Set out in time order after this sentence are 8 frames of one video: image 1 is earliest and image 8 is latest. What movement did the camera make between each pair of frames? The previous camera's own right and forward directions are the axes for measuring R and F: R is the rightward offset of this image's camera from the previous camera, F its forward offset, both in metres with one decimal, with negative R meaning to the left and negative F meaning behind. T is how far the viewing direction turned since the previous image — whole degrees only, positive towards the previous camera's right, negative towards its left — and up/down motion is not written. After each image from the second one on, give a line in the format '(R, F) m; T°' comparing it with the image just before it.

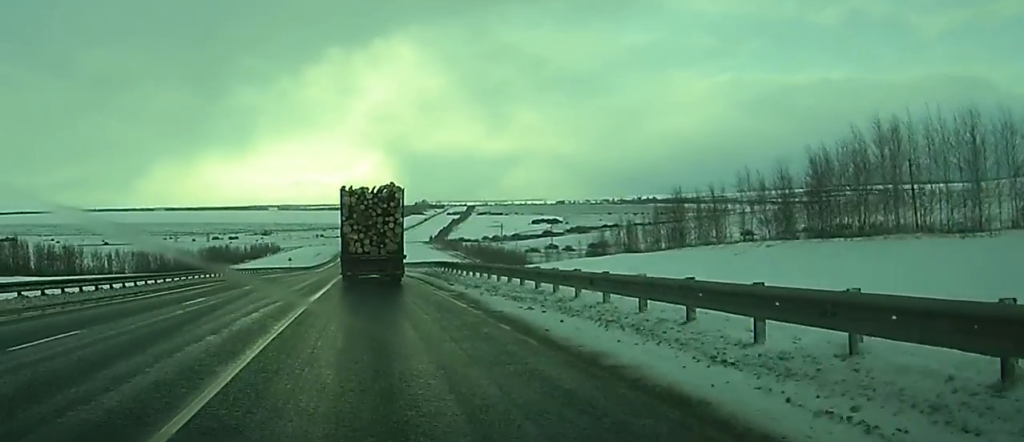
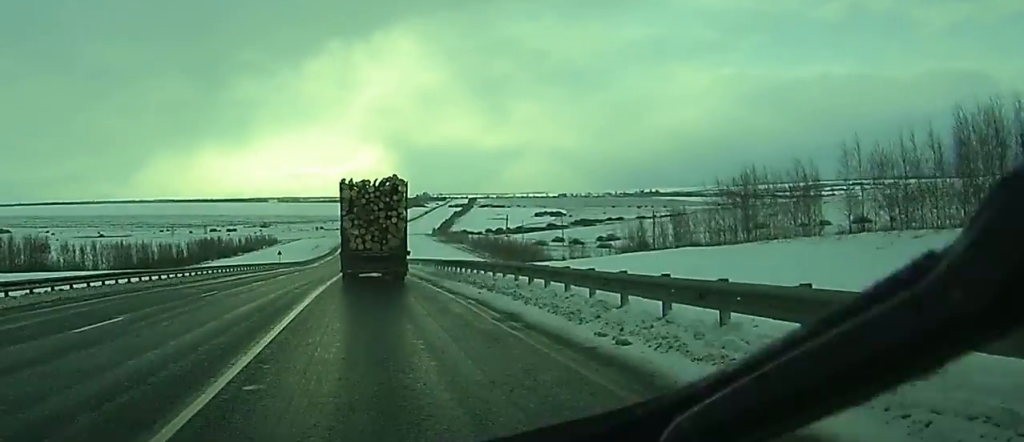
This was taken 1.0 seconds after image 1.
(0.0, +21.5) m; 0°
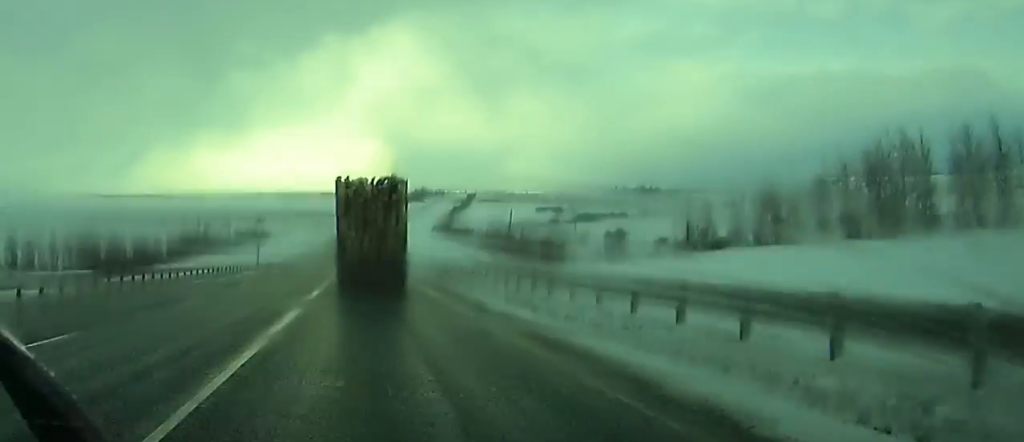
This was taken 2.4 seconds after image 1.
(-0.1, +27.0) m; 0°
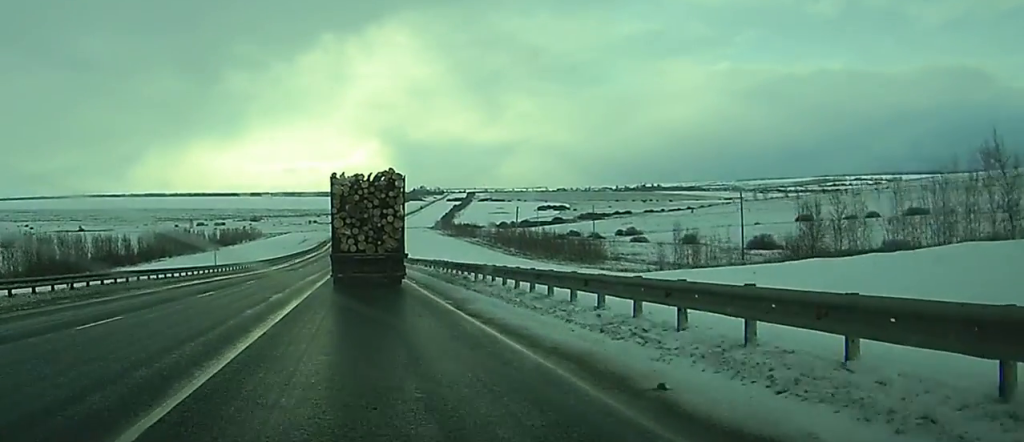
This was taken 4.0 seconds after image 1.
(+0.2, +32.3) m; 0°
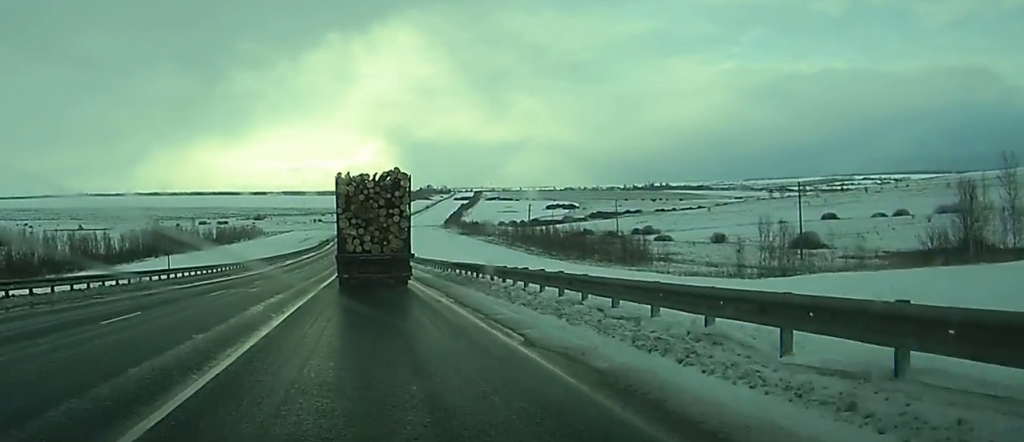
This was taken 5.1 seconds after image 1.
(0.0, +22.2) m; 0°
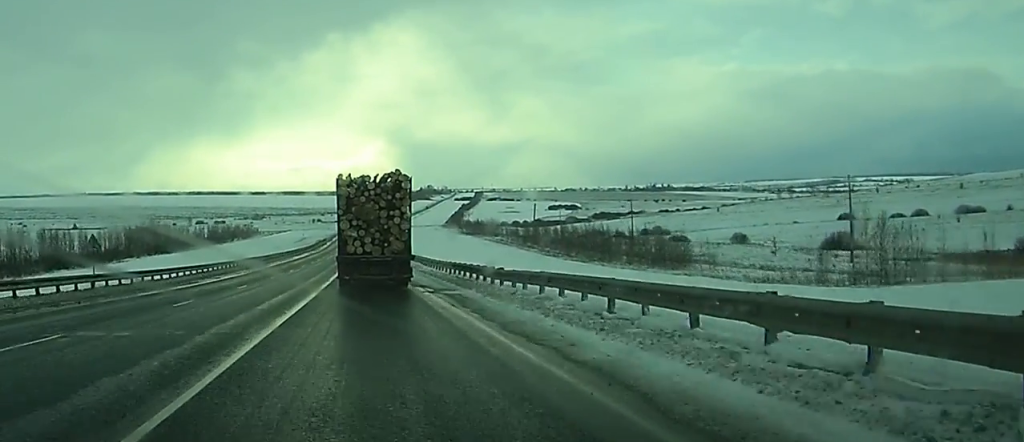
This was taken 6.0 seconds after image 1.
(0.0, +17.1) m; 0°
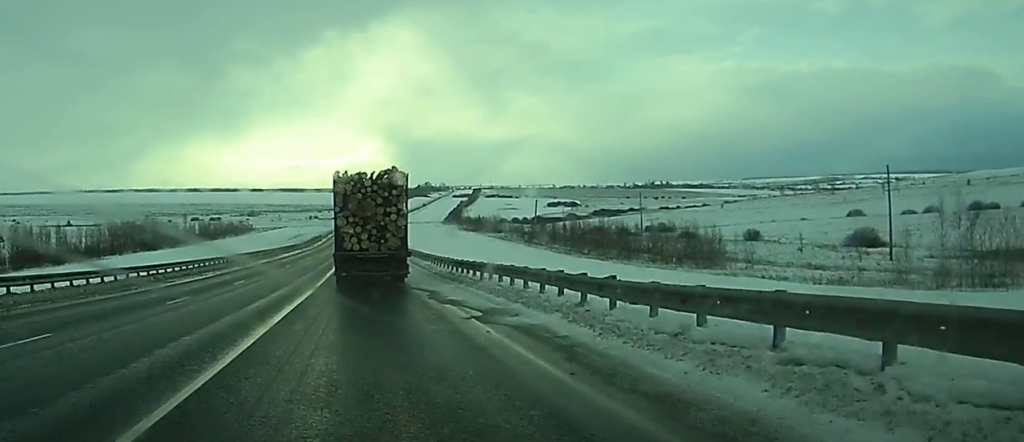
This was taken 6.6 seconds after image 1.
(0.0, +11.9) m; 0°
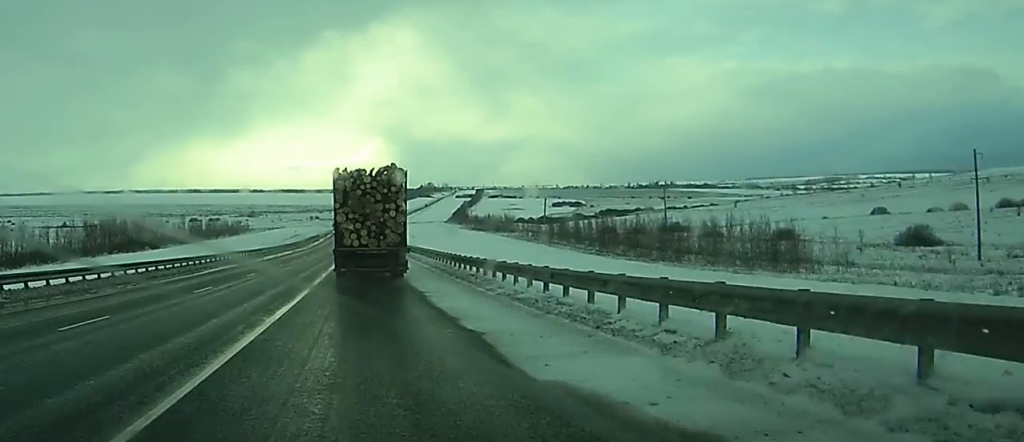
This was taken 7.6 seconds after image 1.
(0.0, +20.0) m; 0°
